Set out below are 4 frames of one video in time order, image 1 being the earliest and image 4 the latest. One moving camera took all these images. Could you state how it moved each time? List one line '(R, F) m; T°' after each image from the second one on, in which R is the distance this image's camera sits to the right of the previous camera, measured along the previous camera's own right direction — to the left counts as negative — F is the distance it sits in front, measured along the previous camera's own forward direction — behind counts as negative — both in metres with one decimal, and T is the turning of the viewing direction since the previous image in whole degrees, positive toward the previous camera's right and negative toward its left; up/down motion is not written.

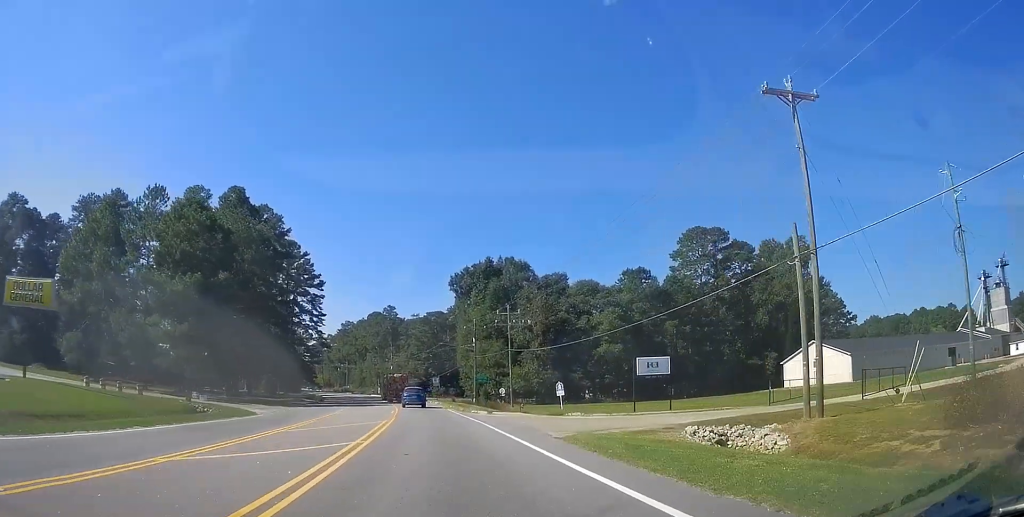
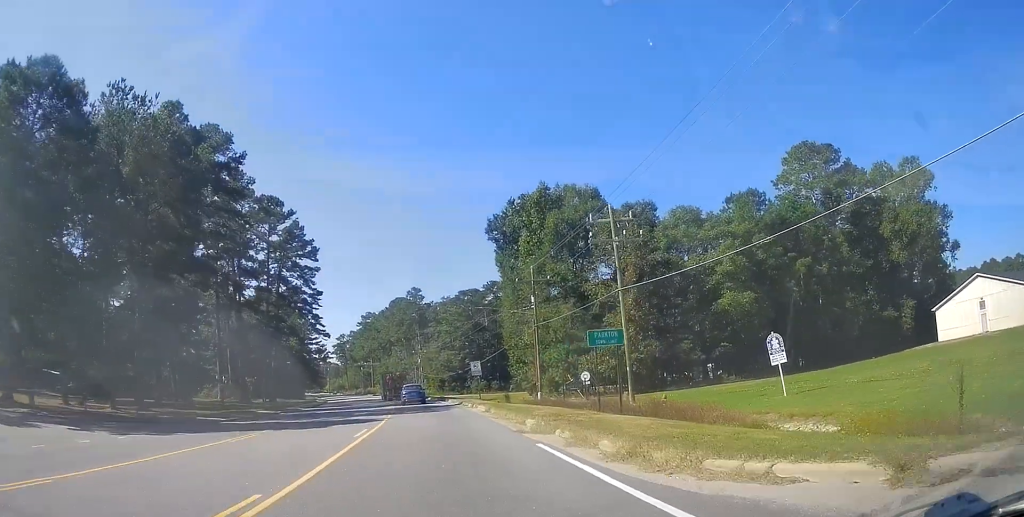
(-1.2, +31.8) m; -3°
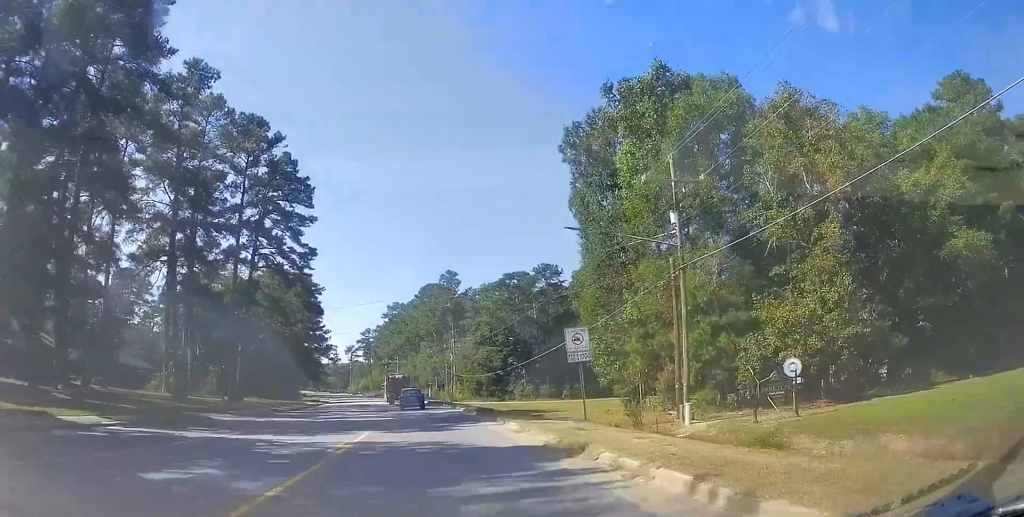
(-0.5, +27.1) m; -2°
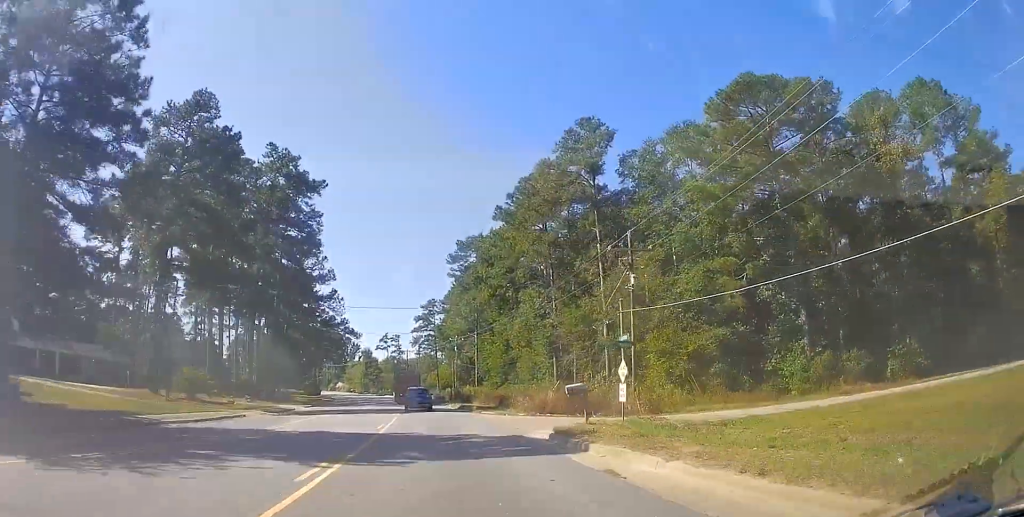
(-7.0, +76.4) m; -11°
